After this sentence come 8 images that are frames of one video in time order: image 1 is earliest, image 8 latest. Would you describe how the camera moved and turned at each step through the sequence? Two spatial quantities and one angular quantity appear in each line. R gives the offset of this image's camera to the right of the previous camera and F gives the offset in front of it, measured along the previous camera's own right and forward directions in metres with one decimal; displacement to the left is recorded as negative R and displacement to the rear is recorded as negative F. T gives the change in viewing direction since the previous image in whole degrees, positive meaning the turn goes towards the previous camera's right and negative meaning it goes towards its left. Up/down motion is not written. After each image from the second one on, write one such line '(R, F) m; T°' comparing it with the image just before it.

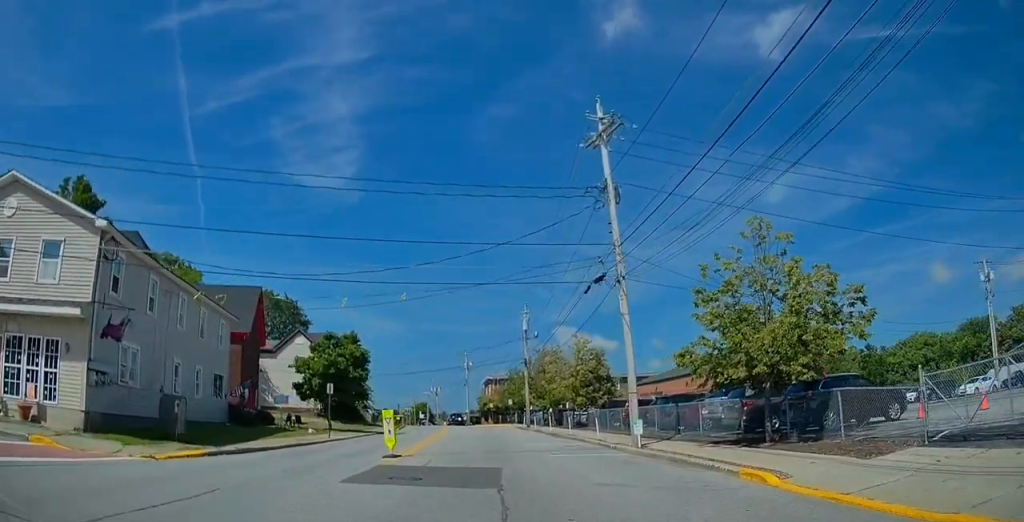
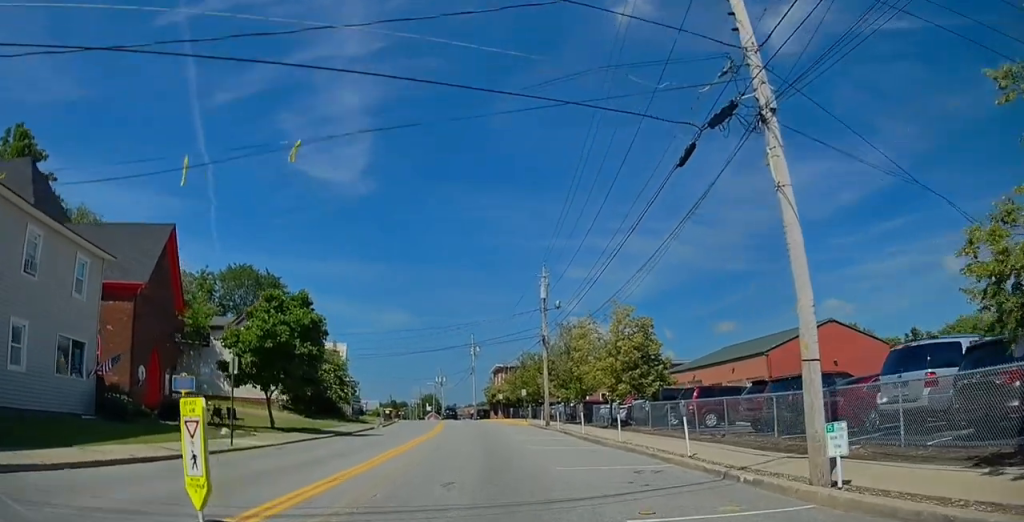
(-0.3, +12.3) m; 0°
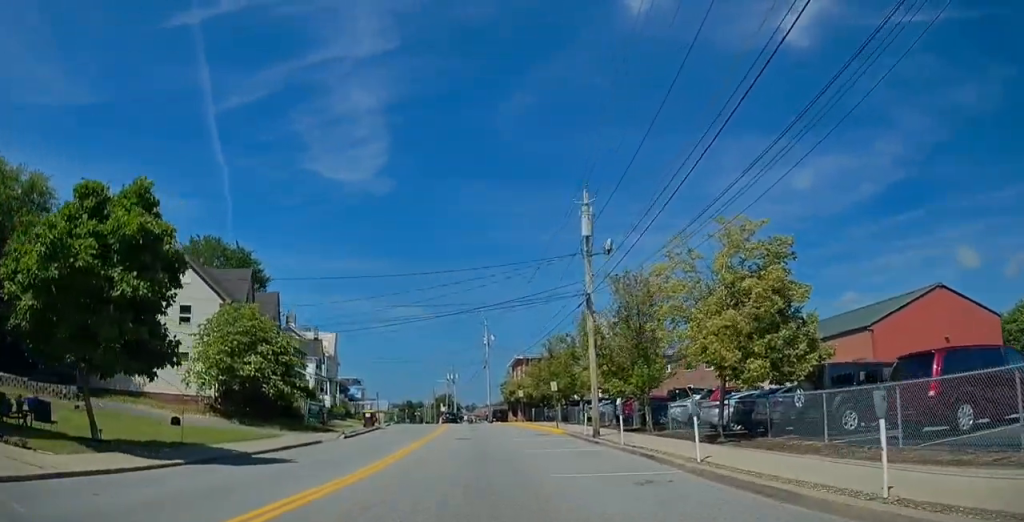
(+0.3, +14.9) m; 0°
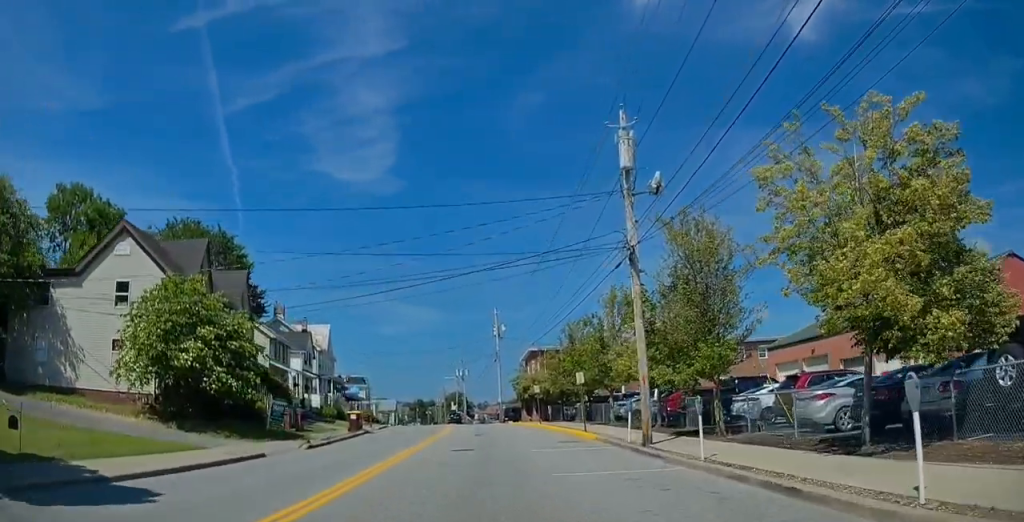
(0.0, +7.5) m; -2°
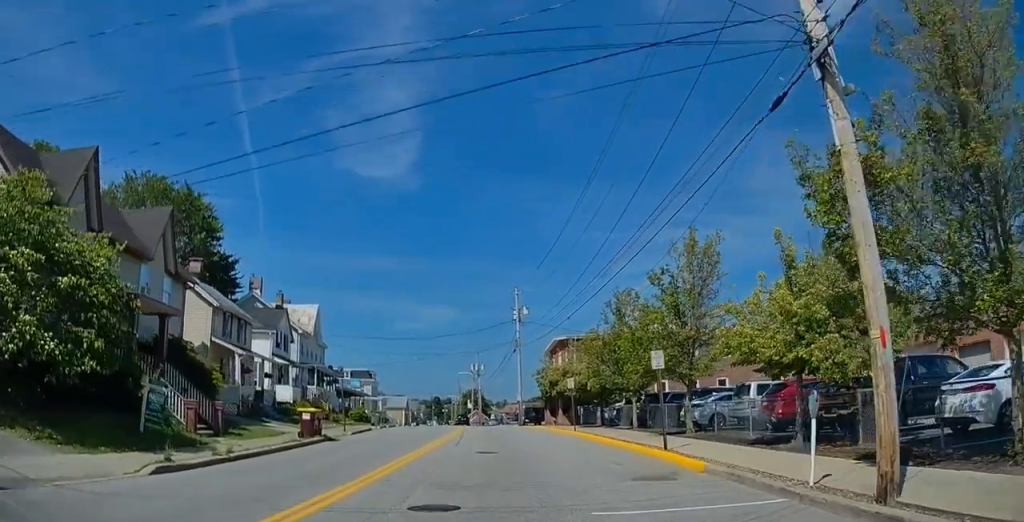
(-0.4, +11.2) m; -3°
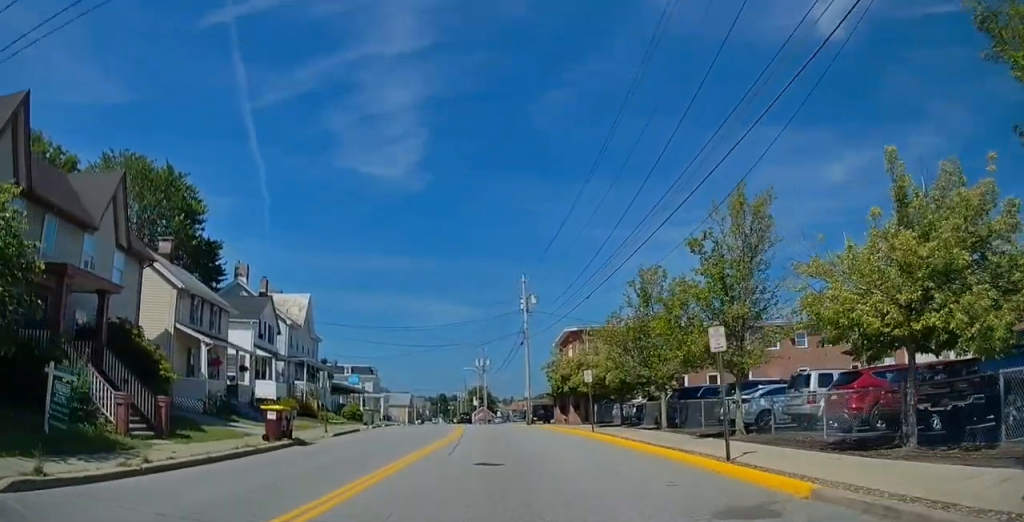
(0.0, +4.3) m; -1°
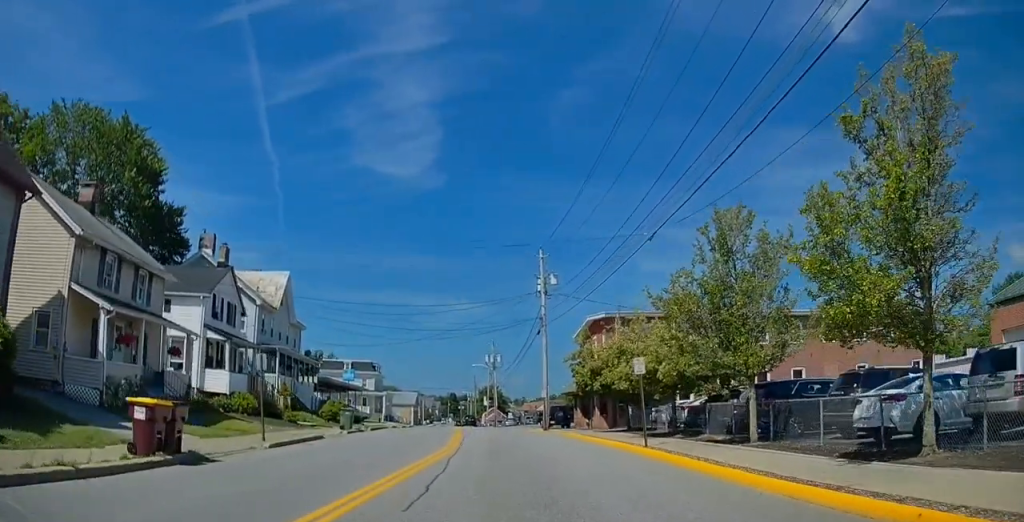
(-0.2, +8.6) m; -1°
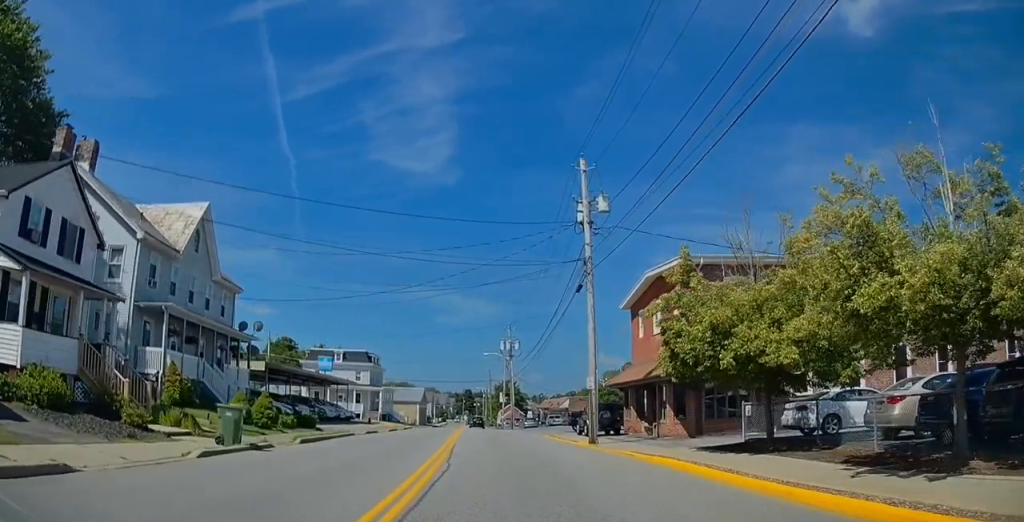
(0.0, +15.8) m; 0°
